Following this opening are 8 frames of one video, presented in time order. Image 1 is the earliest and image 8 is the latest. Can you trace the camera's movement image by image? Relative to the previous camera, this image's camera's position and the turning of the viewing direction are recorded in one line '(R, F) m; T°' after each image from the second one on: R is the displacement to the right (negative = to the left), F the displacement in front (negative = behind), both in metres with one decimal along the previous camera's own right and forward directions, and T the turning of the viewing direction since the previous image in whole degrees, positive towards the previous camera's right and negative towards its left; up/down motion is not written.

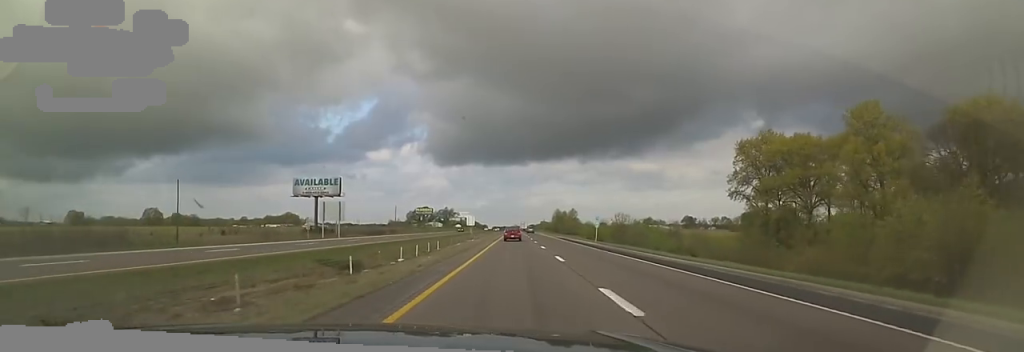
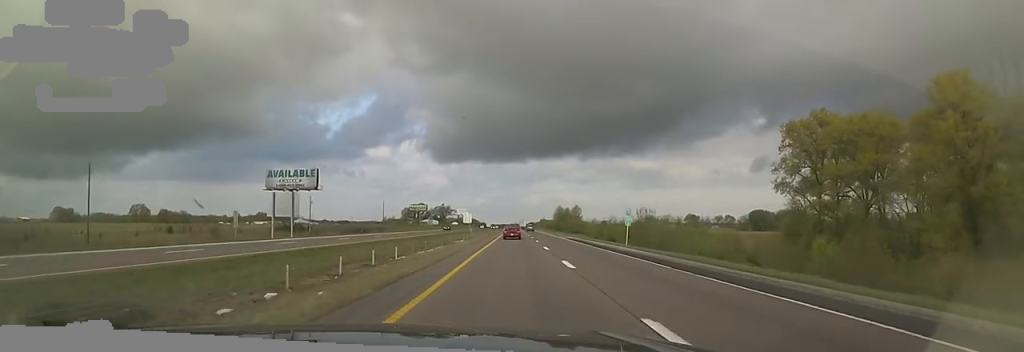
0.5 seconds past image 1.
(0.0, +16.0) m; 0°
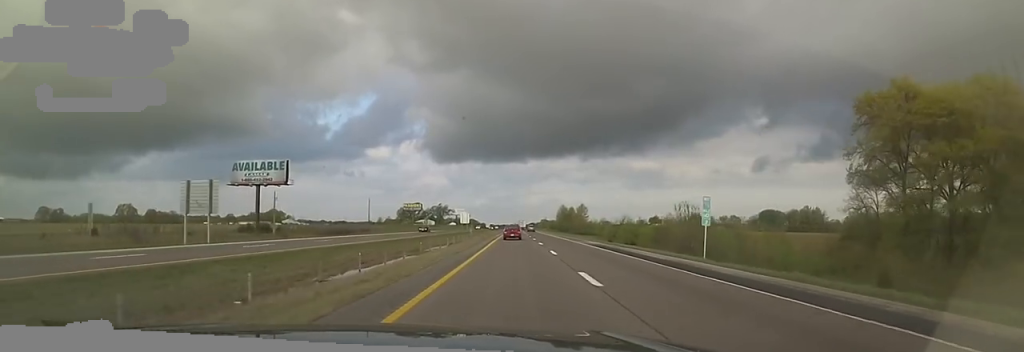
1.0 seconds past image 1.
(+0.7, +17.1) m; 0°
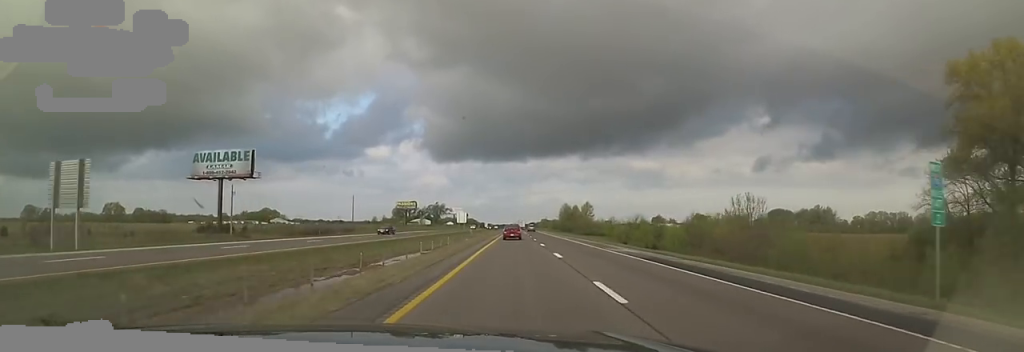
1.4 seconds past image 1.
(+0.2, +14.8) m; -1°
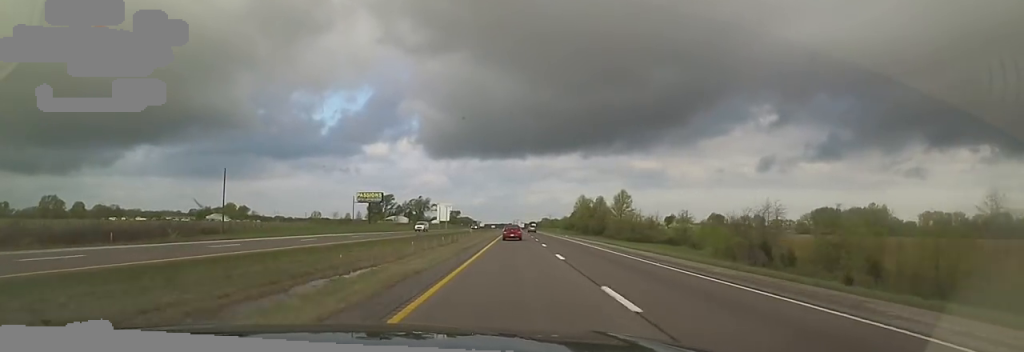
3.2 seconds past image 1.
(-2.0, +62.1) m; +1°
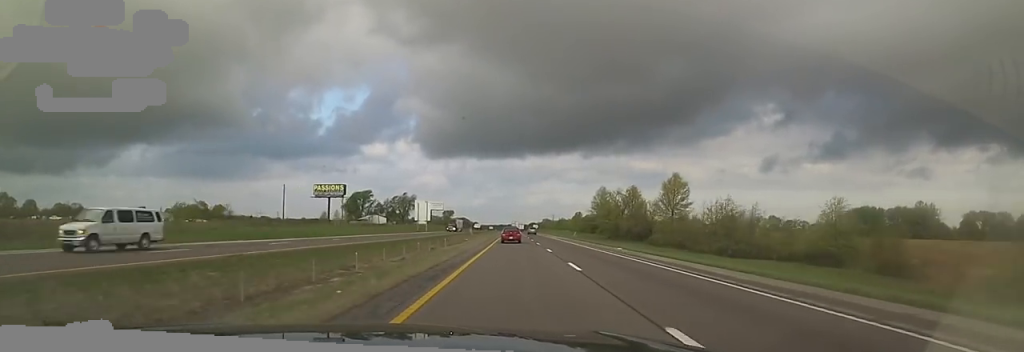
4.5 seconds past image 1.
(+1.1, +41.4) m; 0°
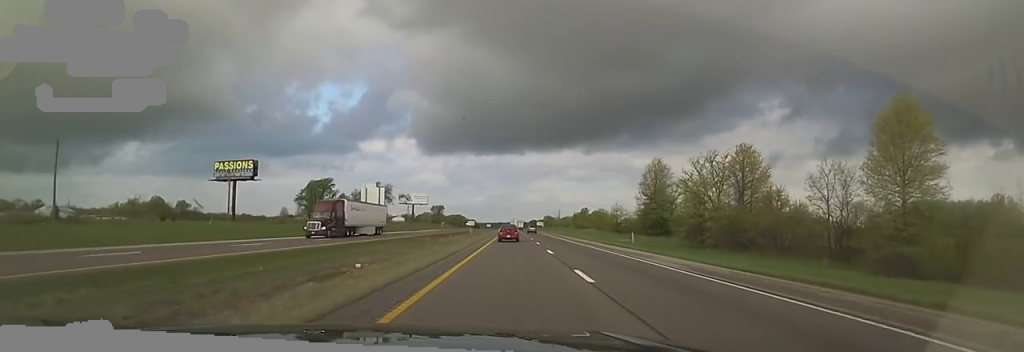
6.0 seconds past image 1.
(0.0, +52.5) m; 0°
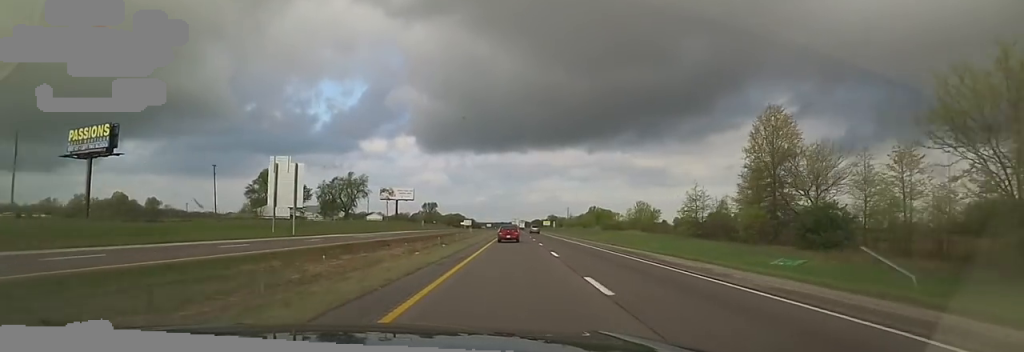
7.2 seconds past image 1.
(-0.9, +38.9) m; -2°
